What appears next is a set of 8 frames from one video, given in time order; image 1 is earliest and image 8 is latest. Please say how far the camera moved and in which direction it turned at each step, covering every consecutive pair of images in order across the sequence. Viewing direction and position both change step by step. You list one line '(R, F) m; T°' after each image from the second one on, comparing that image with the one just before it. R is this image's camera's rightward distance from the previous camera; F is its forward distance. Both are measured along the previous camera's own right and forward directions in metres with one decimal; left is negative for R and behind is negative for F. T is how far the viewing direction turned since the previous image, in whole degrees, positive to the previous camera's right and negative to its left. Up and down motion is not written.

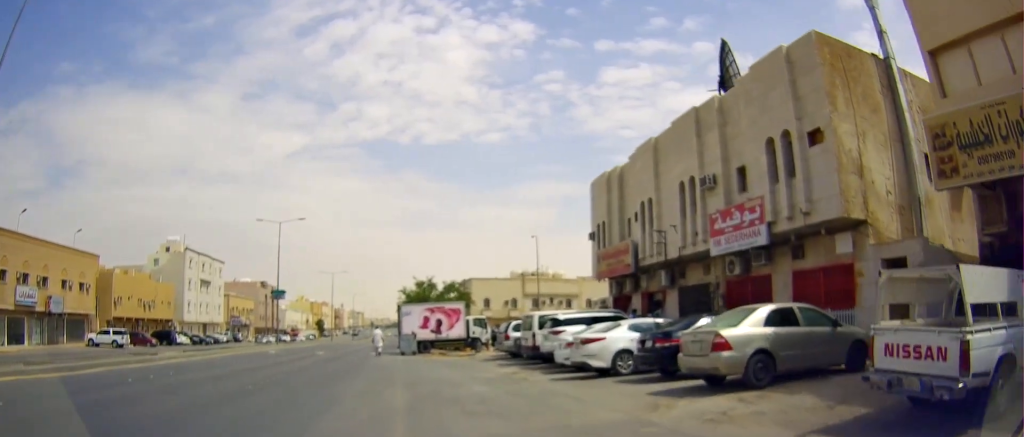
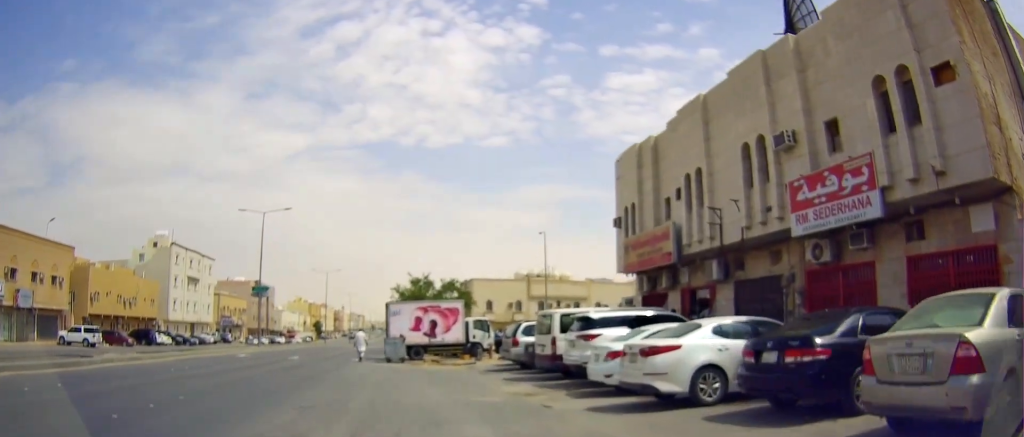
(+0.2, +5.9) m; -4°
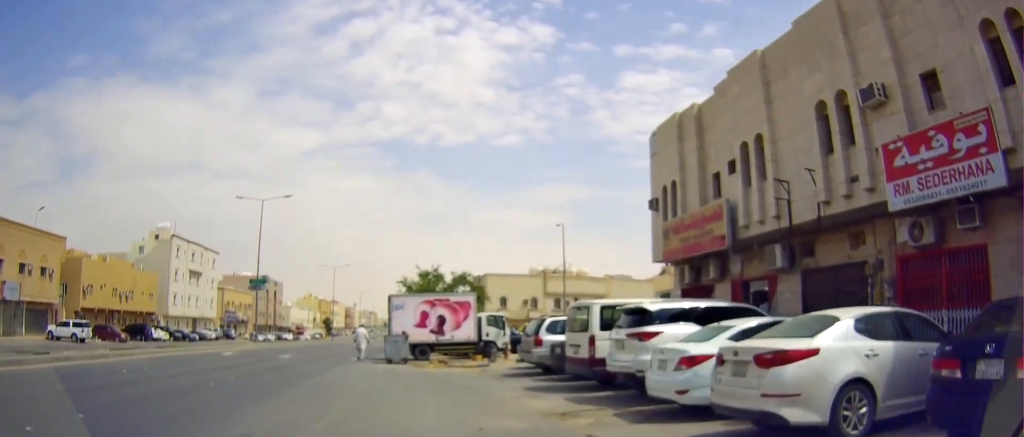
(-0.1, +3.8) m; -3°
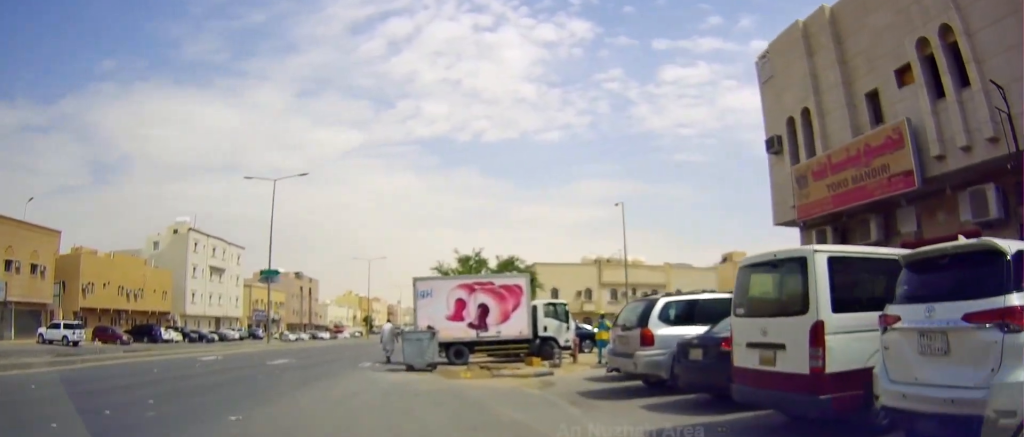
(-0.1, +7.6) m; +1°
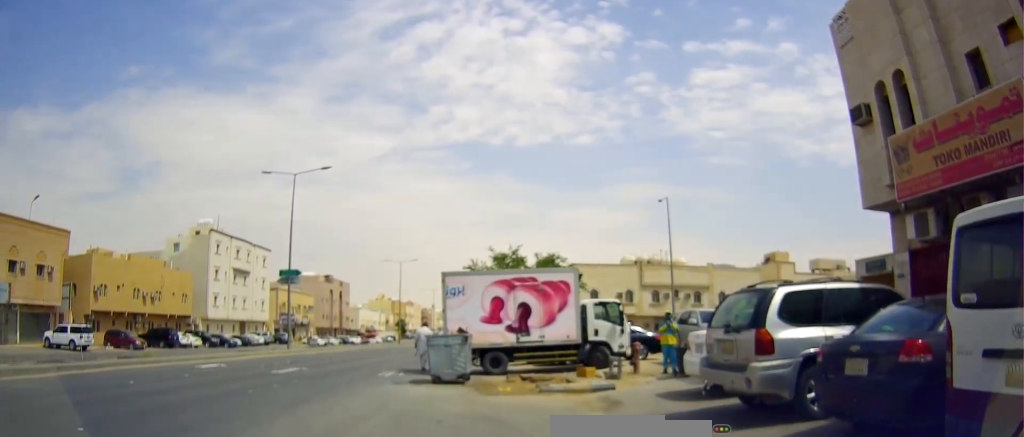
(-0.1, +3.3) m; -4°
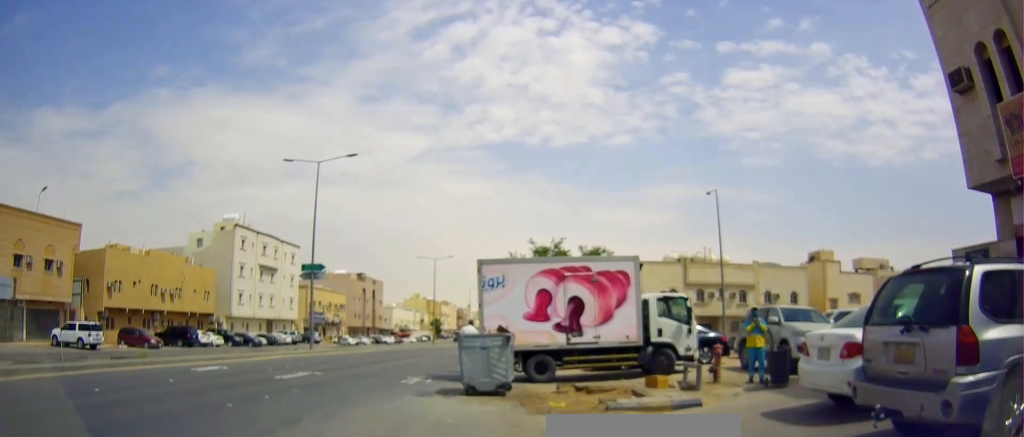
(-0.4, +3.5) m; -7°
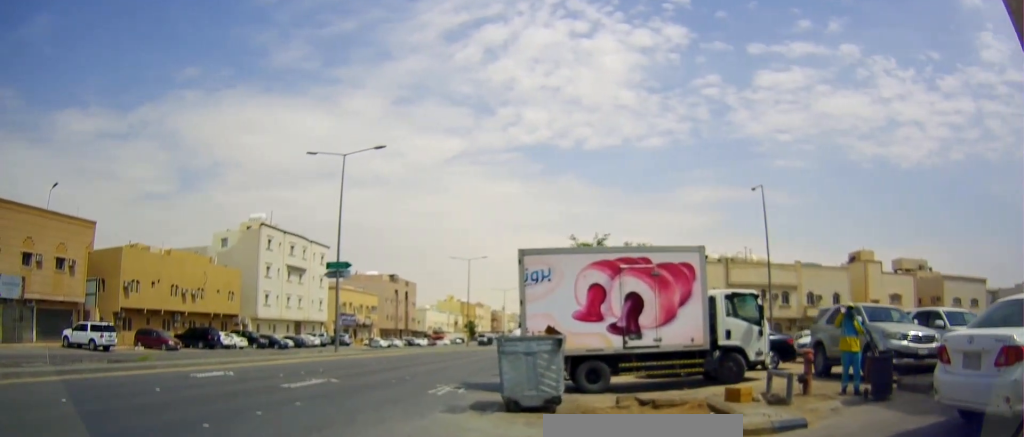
(-0.1, +3.4) m; -2°
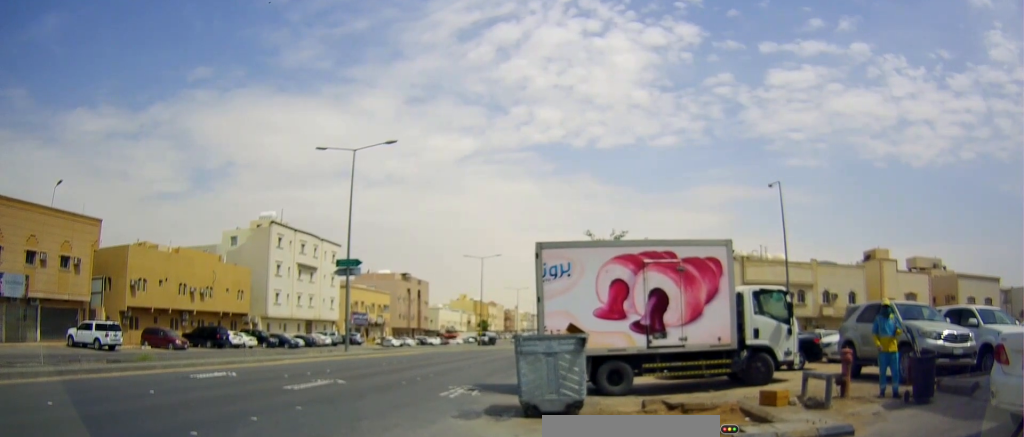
(0.0, +1.6) m; -1°
